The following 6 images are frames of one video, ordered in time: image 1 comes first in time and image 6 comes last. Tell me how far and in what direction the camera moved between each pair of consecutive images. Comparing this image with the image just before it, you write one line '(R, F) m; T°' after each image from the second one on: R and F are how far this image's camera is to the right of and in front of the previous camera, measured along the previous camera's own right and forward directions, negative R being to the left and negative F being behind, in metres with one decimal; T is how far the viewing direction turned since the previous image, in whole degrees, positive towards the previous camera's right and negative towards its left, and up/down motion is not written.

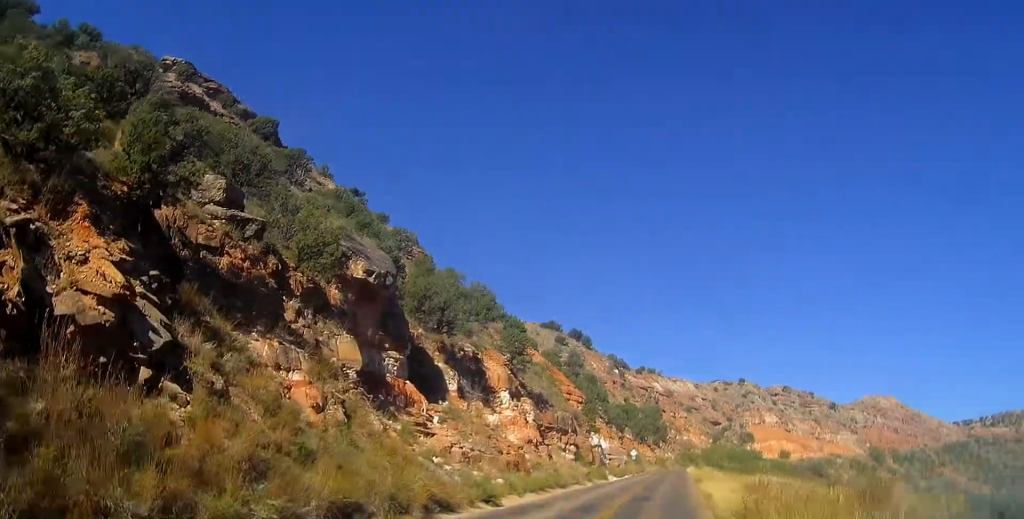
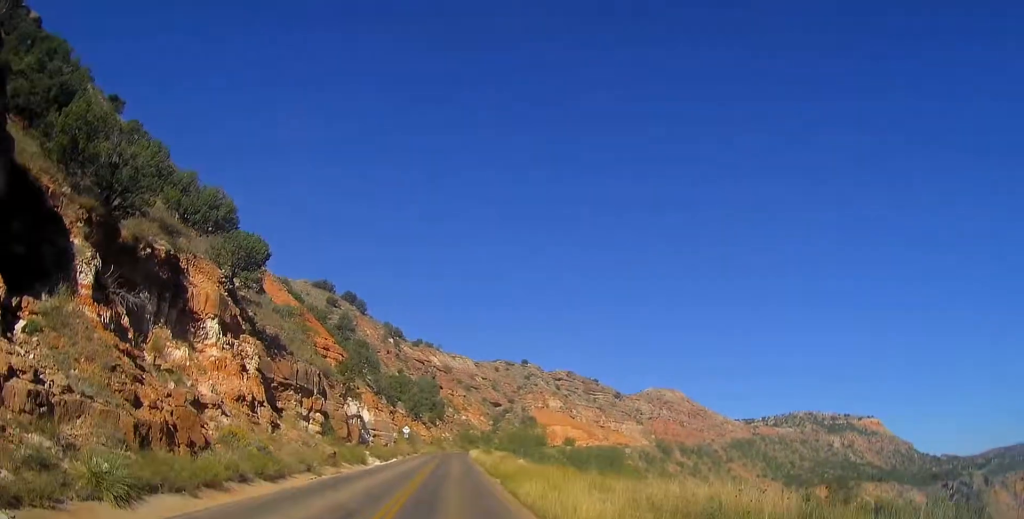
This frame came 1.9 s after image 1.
(+3.3, +16.4) m; +17°
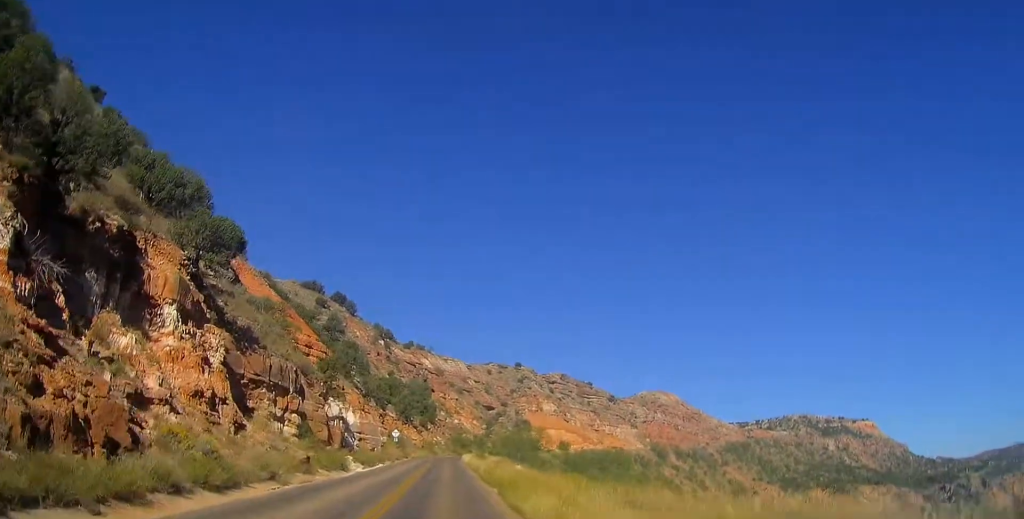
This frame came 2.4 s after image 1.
(0.0, +4.0) m; +2°
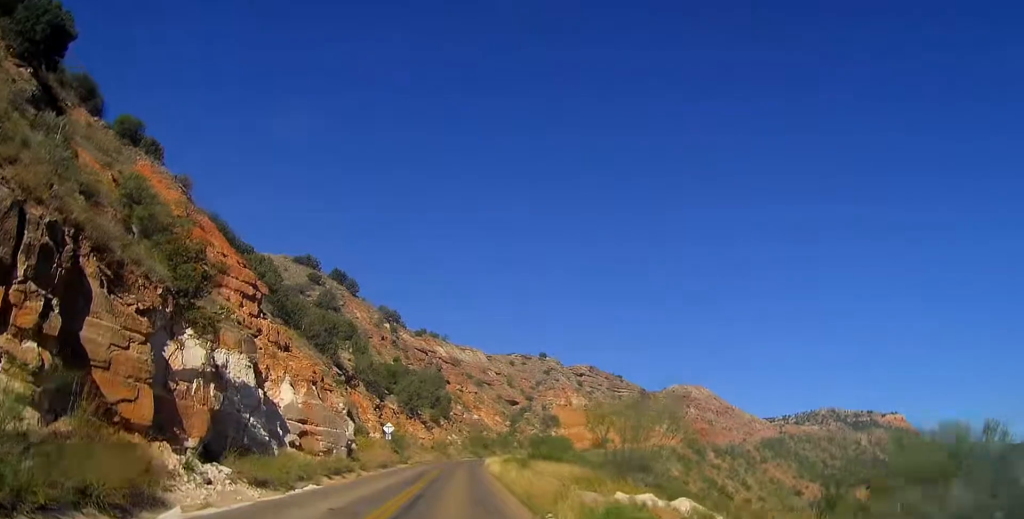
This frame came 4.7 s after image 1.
(-0.2, +25.2) m; -3°
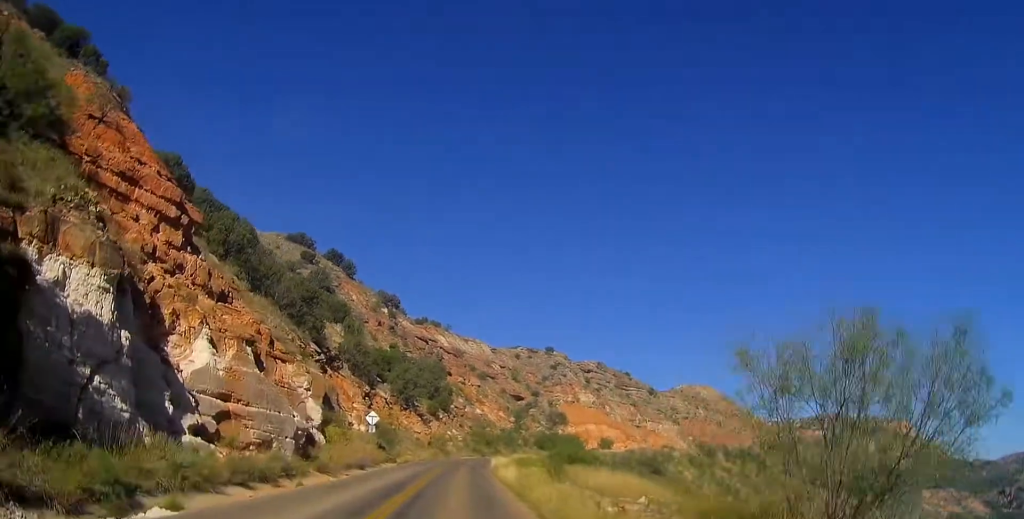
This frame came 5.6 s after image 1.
(-0.2, +10.8) m; 0°
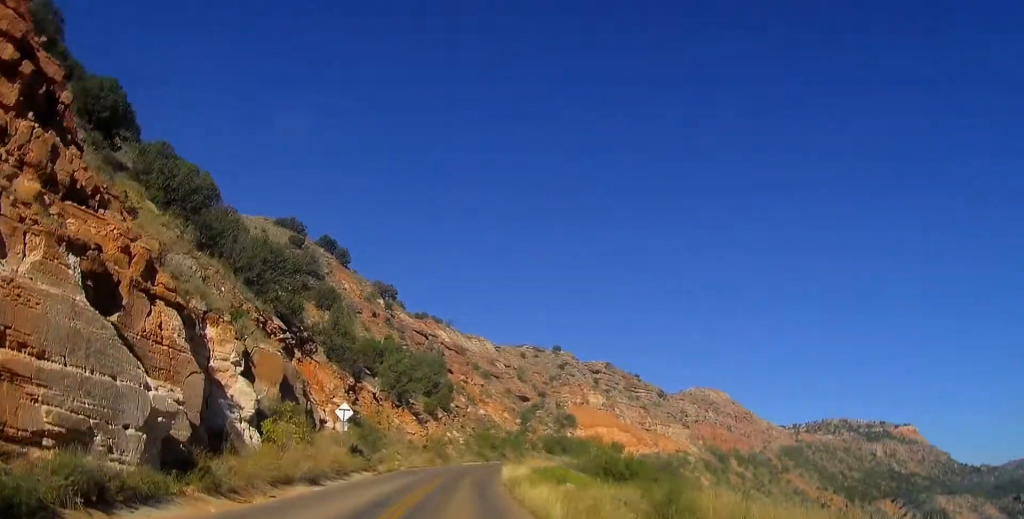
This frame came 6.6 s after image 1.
(+0.1, +11.6) m; +1°
